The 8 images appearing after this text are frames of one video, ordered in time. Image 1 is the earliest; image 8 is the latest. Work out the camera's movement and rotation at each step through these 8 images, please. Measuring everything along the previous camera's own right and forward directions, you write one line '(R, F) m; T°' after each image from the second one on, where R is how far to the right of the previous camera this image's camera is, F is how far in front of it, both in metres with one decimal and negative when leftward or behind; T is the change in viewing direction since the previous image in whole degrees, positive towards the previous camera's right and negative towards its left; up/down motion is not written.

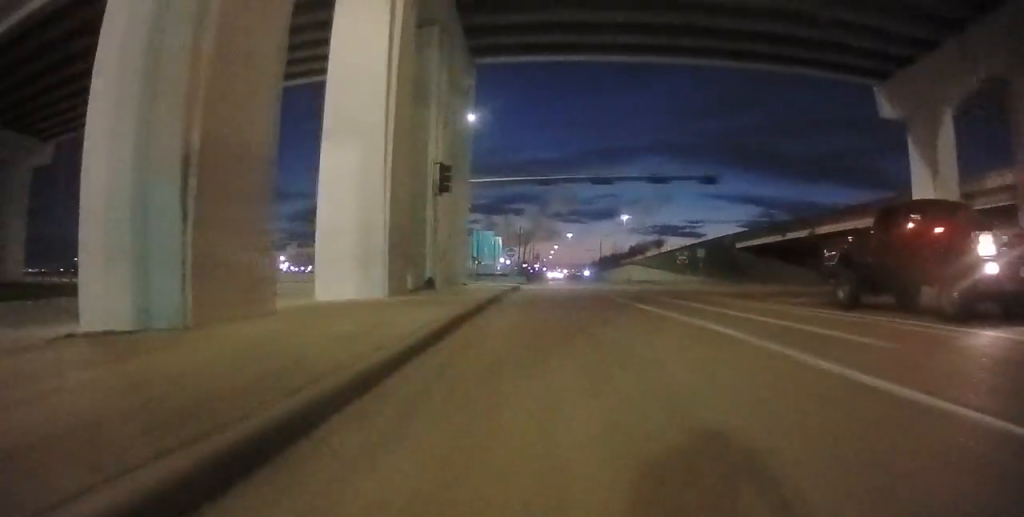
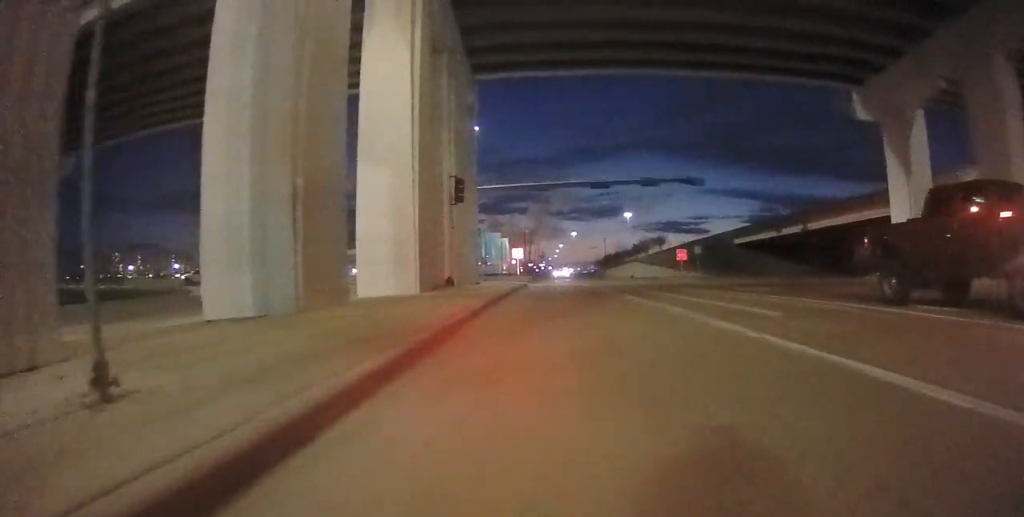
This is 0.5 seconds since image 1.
(-0.3, +3.3) m; -1°
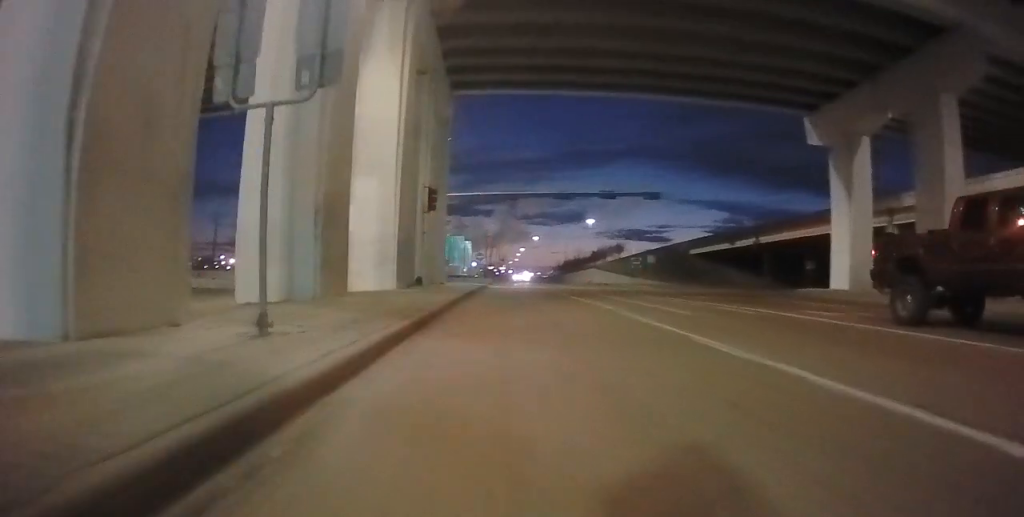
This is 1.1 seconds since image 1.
(+0.2, +3.4) m; +8°
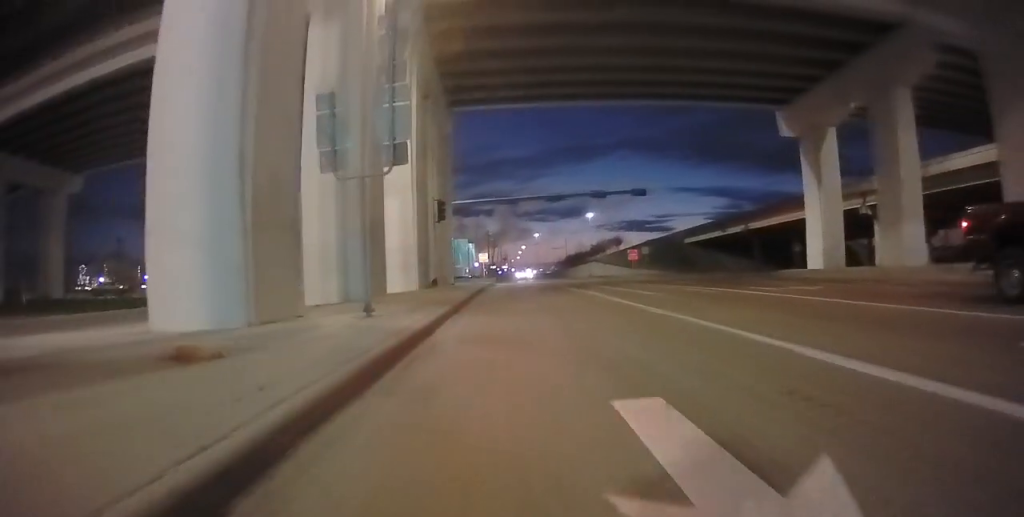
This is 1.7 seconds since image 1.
(+0.3, +4.1) m; +11°
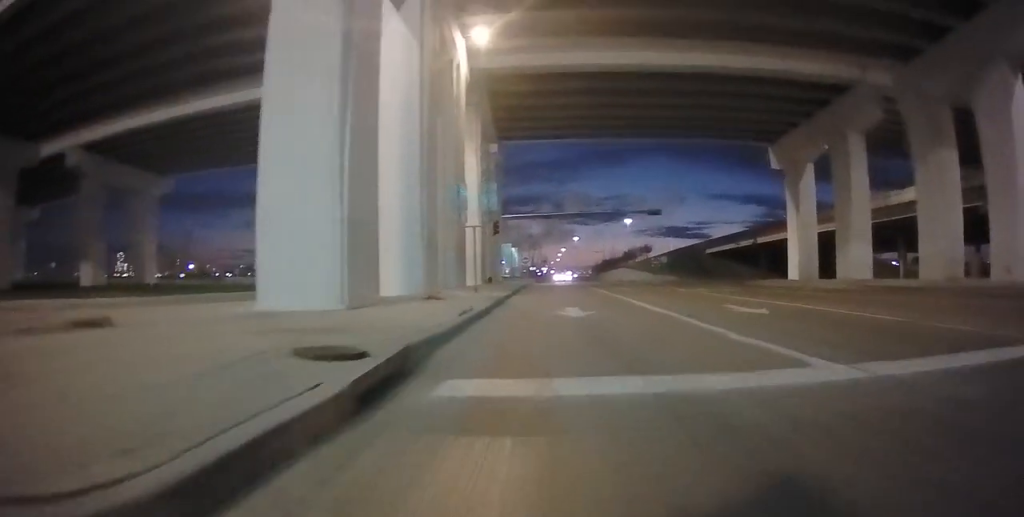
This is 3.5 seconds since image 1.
(+2.6, +10.2) m; +10°
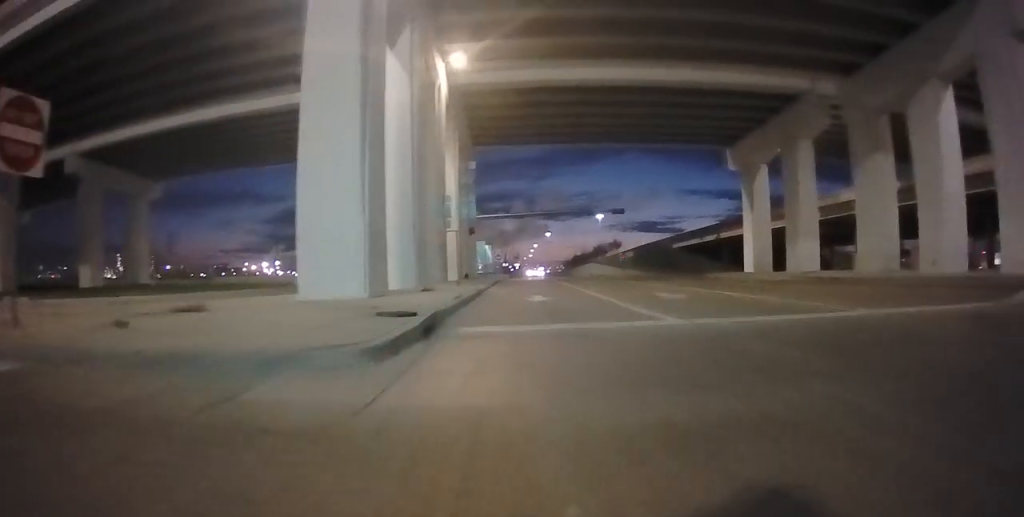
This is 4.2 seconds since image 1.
(-0.8, +3.8) m; -4°
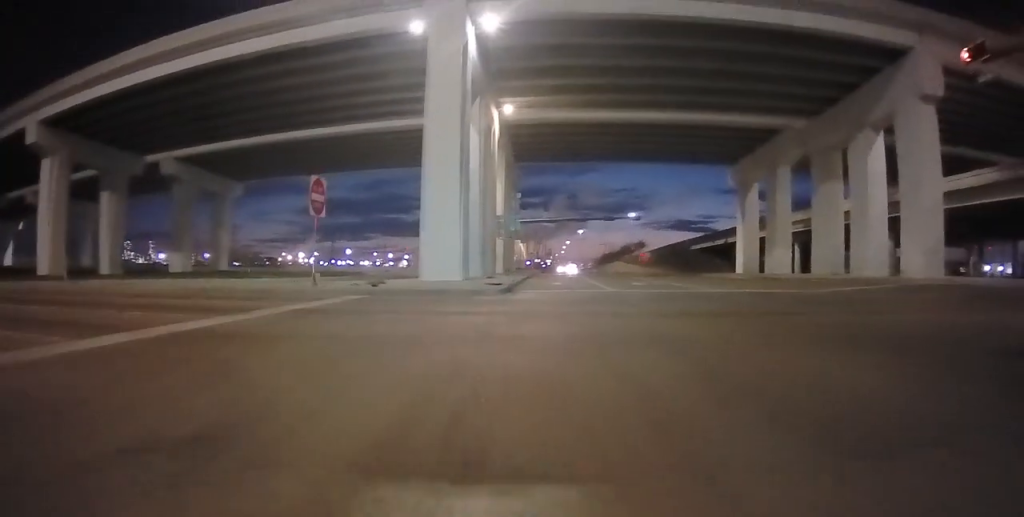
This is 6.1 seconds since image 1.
(-0.3, +11.1) m; -5°
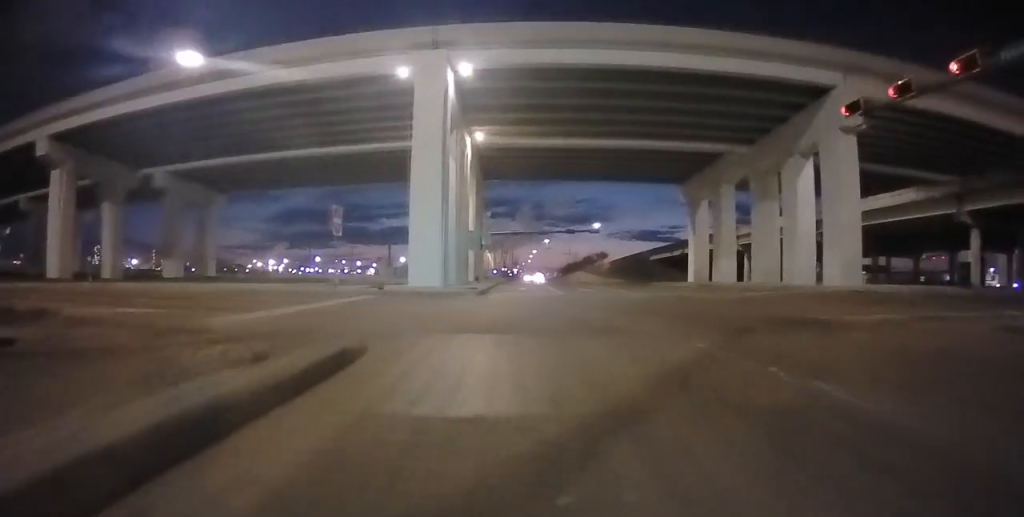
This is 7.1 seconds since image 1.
(-0.2, +5.5) m; -2°
